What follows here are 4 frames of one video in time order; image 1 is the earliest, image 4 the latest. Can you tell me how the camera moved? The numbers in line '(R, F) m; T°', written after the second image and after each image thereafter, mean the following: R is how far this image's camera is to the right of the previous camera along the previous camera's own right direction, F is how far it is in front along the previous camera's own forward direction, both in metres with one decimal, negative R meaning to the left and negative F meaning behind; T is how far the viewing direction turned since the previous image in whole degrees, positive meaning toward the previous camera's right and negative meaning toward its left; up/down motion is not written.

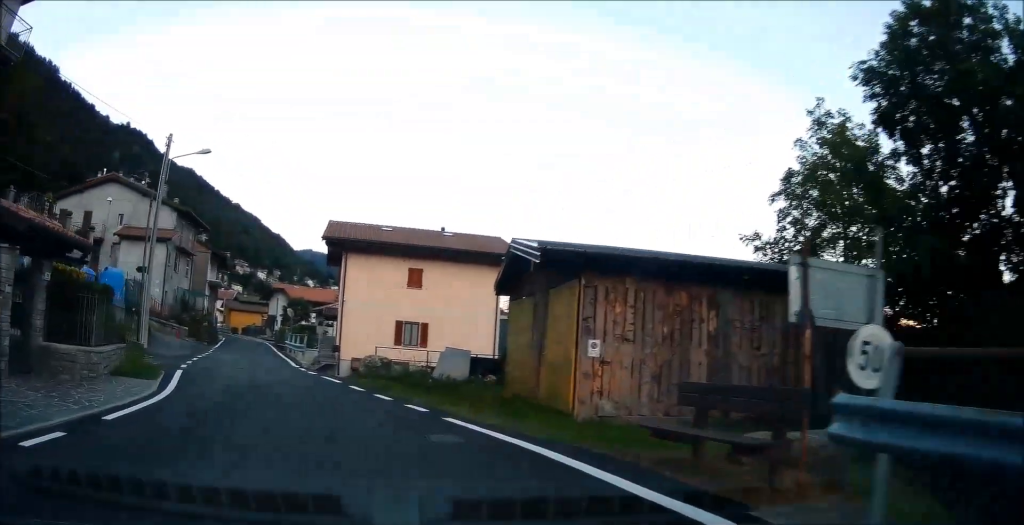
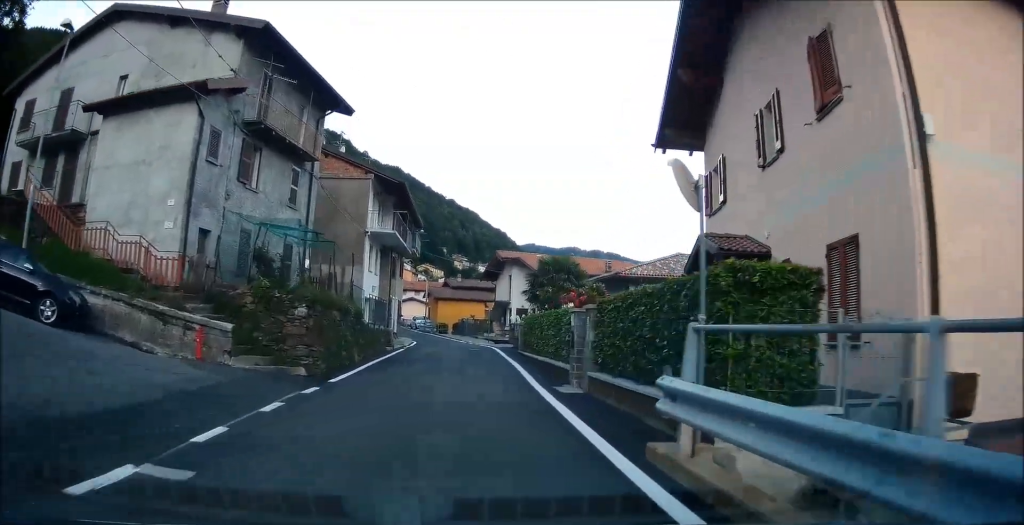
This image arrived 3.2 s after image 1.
(-9.2, +30.8) m; -25°
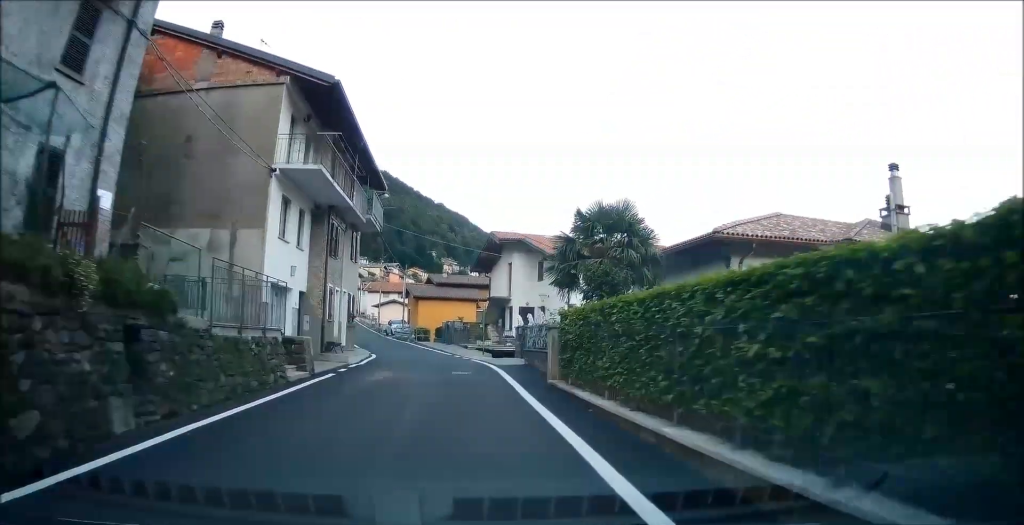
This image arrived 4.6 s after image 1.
(-0.1, +13.7) m; 0°
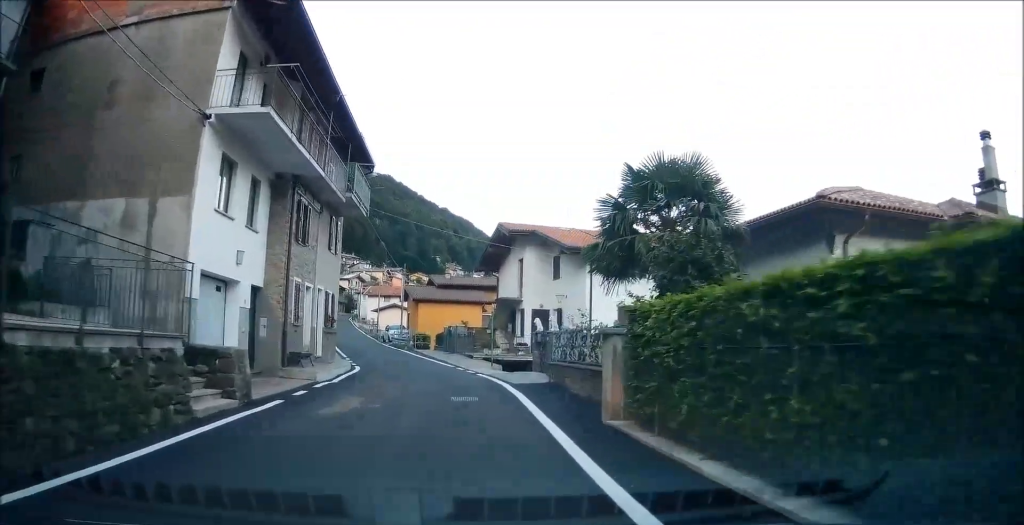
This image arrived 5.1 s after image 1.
(0.0, +5.4) m; -1°
